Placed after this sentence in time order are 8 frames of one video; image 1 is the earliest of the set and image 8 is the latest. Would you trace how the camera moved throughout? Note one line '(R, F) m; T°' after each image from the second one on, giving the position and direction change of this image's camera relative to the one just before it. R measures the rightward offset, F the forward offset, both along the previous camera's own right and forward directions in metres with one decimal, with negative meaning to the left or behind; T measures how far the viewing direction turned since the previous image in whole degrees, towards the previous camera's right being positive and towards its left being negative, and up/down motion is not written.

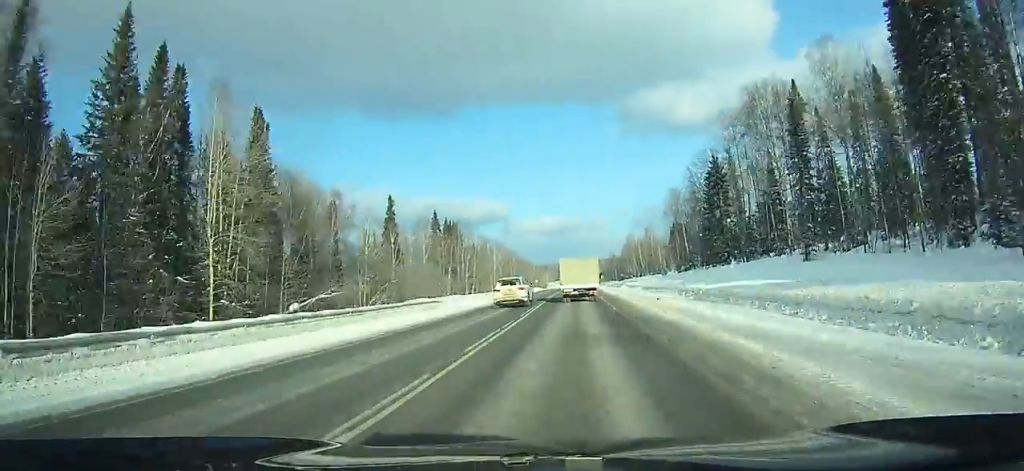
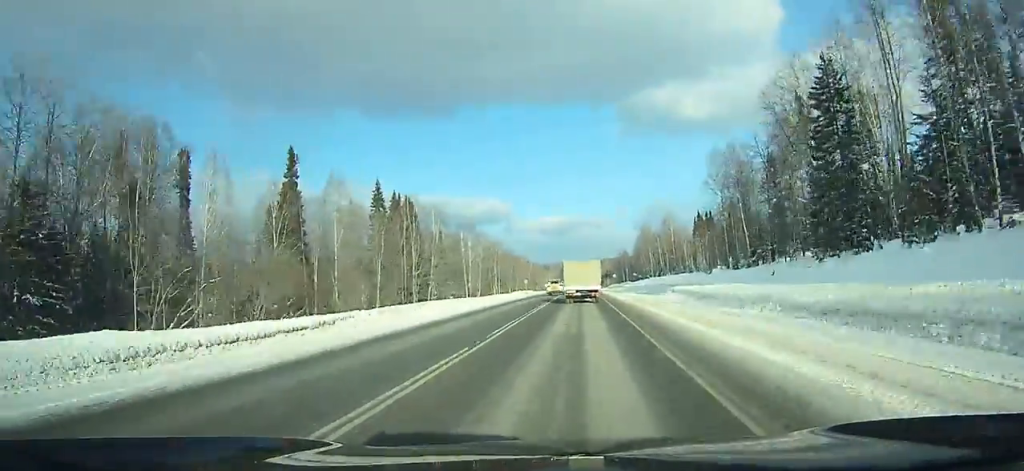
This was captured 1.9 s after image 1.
(-0.2, +44.2) m; 0°
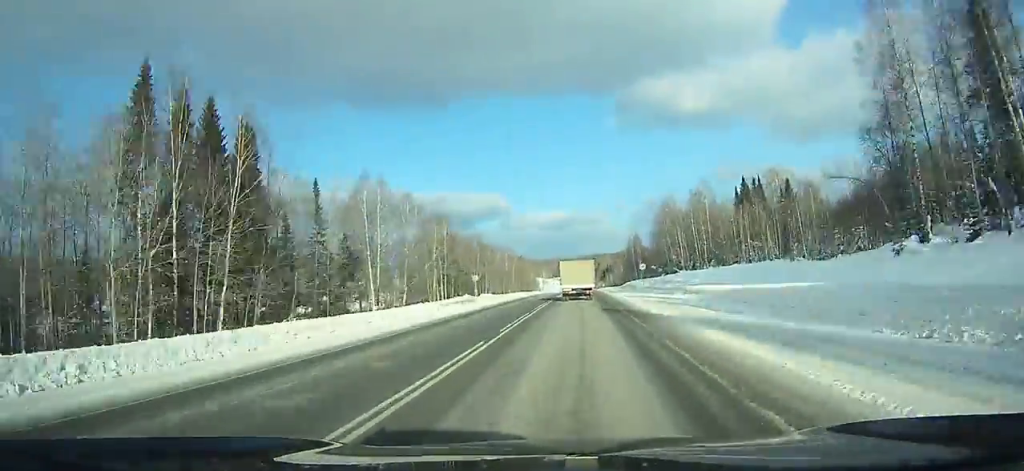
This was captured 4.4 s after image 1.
(0.0, +58.5) m; 0°
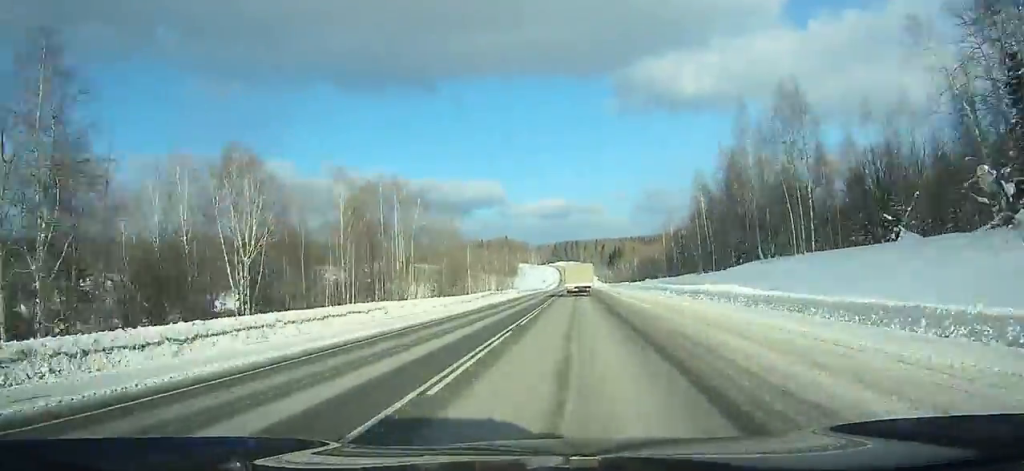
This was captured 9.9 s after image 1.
(-0.5, +131.7) m; 0°
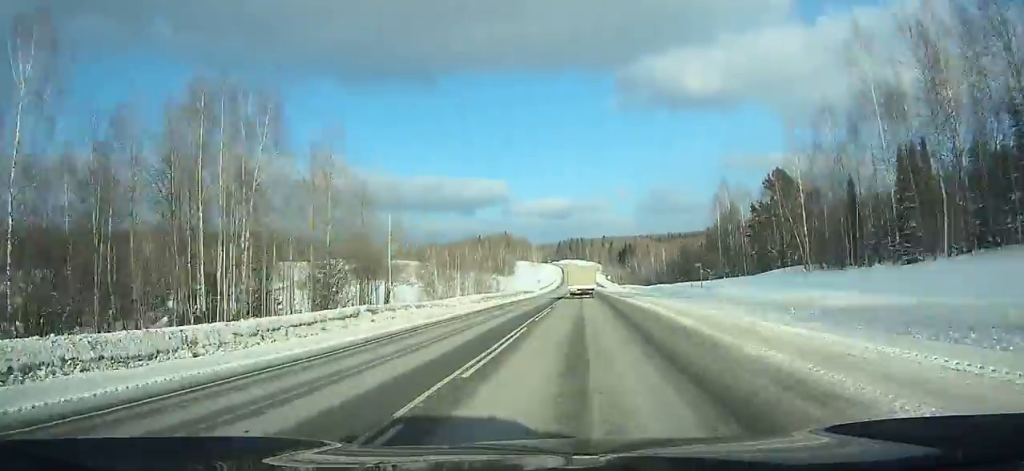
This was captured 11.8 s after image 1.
(-0.1, +46.8) m; 0°
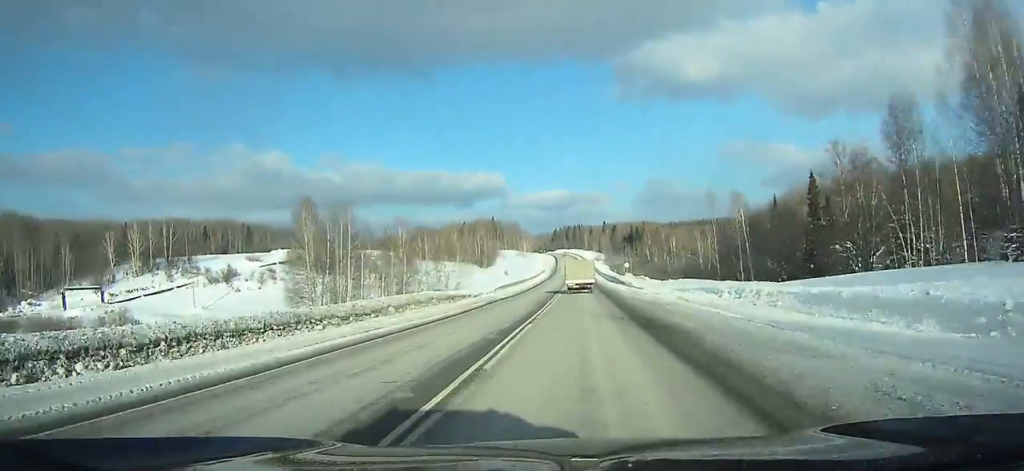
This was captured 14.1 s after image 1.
(0.0, +57.4) m; 0°
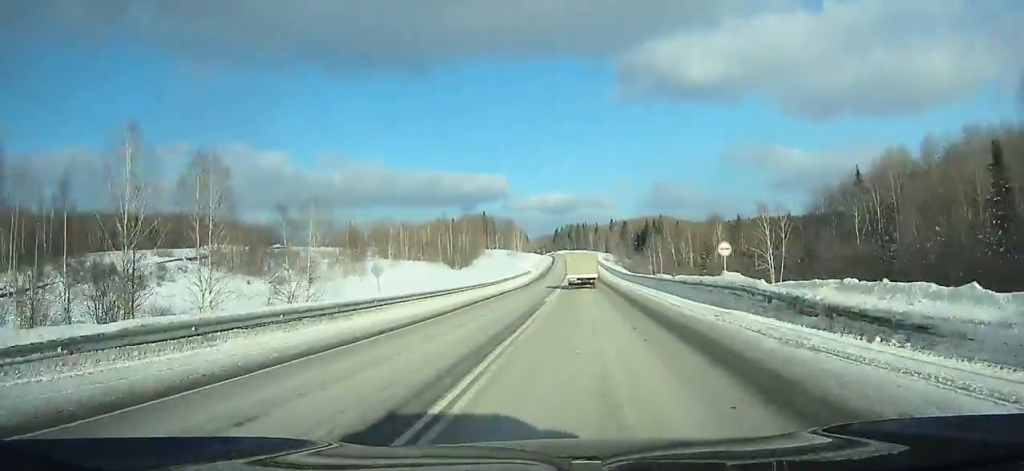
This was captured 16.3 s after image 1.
(-0.3, +55.4) m; 0°
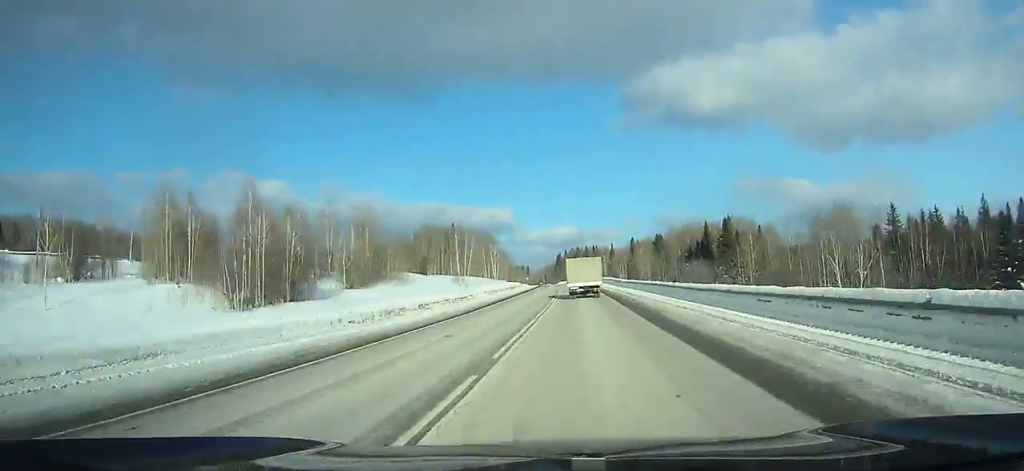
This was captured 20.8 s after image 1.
(-0.8, +112.3) m; -1°
